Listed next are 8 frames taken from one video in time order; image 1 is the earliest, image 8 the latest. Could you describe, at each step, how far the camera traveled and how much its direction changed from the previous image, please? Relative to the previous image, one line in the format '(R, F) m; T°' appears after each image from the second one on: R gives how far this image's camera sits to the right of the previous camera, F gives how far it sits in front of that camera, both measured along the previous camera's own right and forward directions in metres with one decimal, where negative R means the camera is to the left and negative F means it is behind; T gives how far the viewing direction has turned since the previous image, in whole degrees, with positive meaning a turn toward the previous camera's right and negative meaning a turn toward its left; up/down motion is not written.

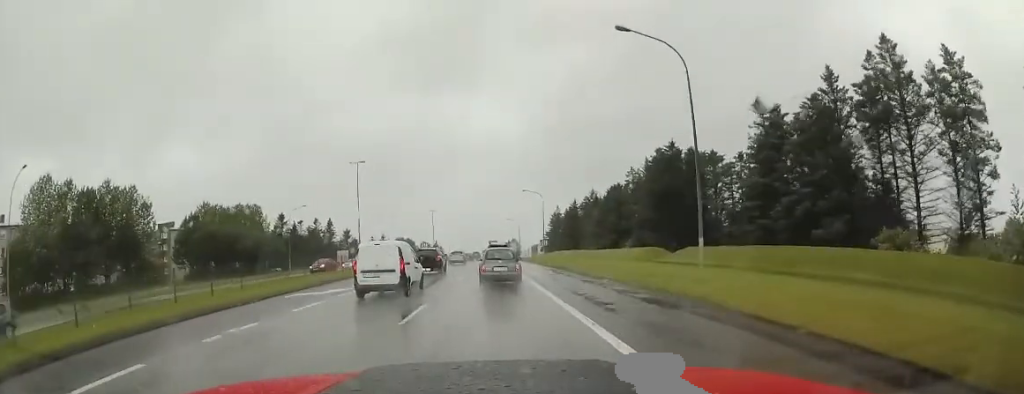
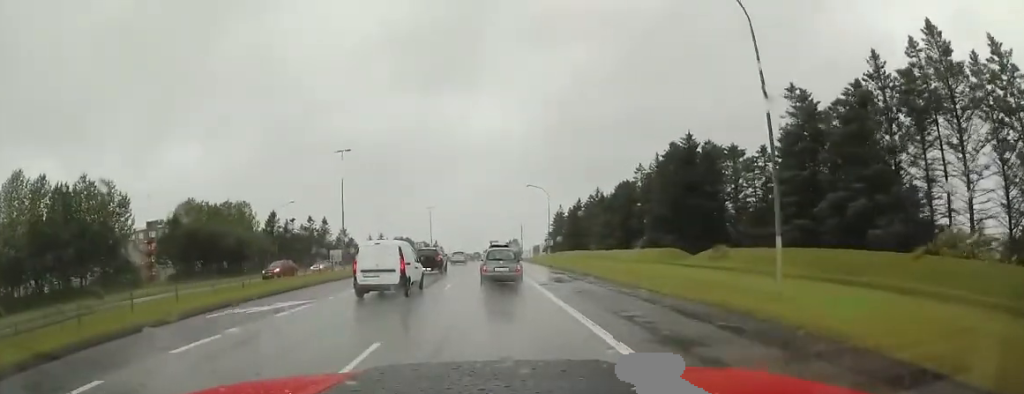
(-0.3, +4.8) m; -1°
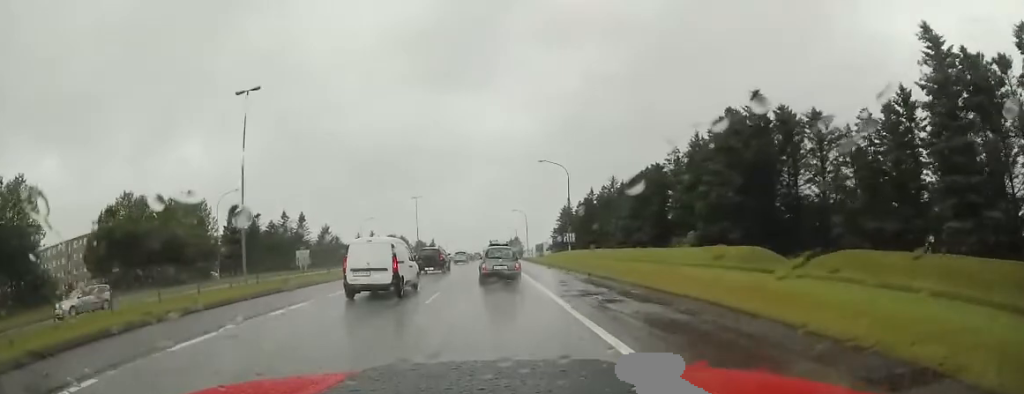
(+0.8, +15.6) m; +4°
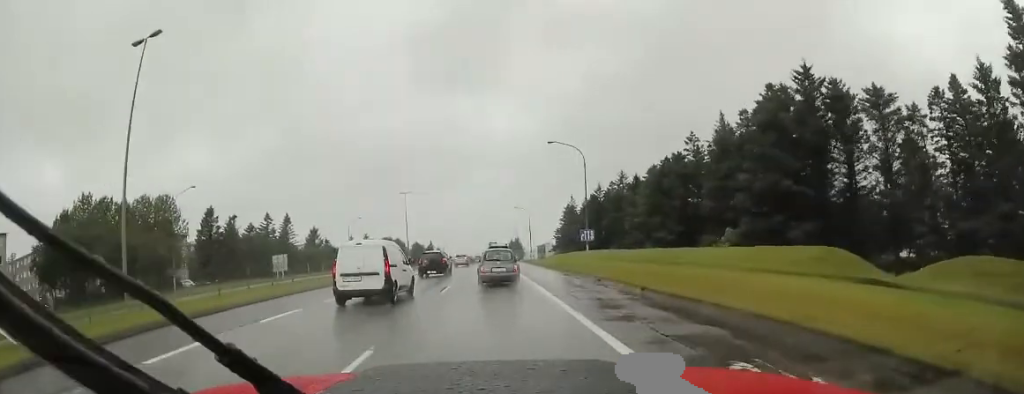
(0.0, +8.3) m; +1°
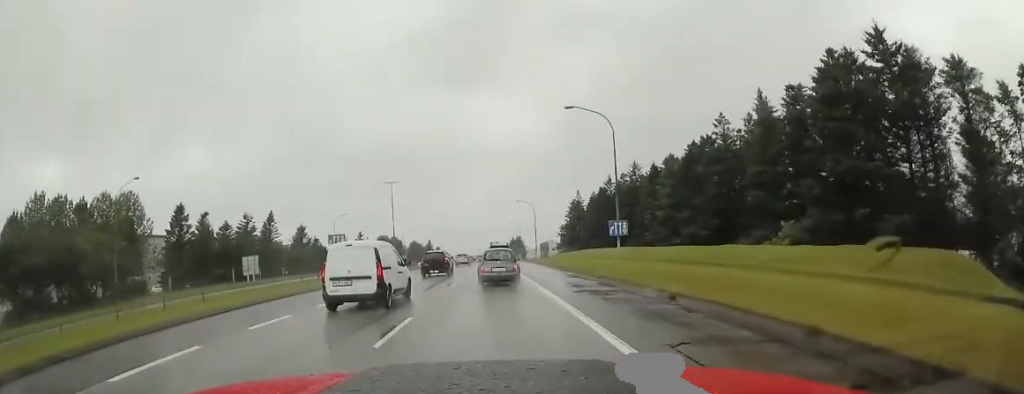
(+0.4, +8.8) m; 0°
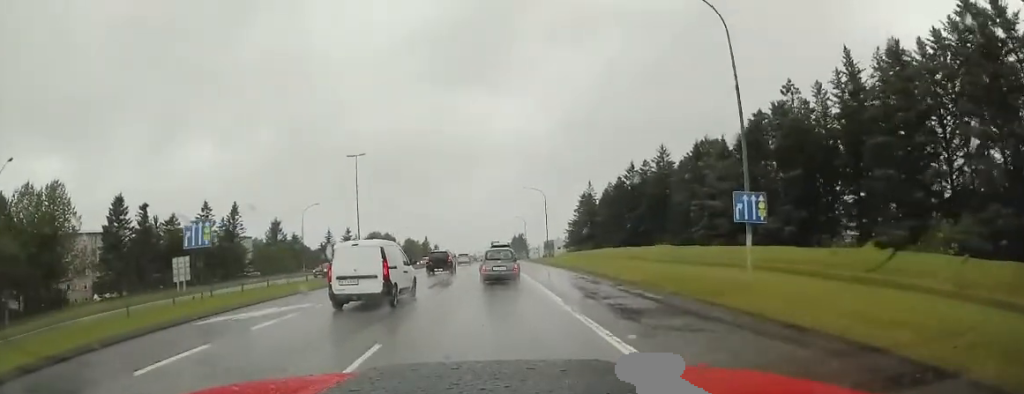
(-0.5, +15.0) m; -1°
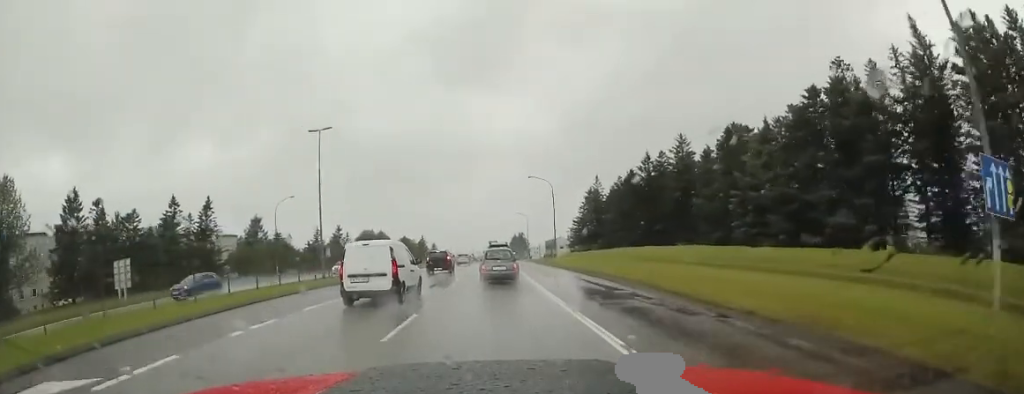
(+0.3, +8.9) m; 0°
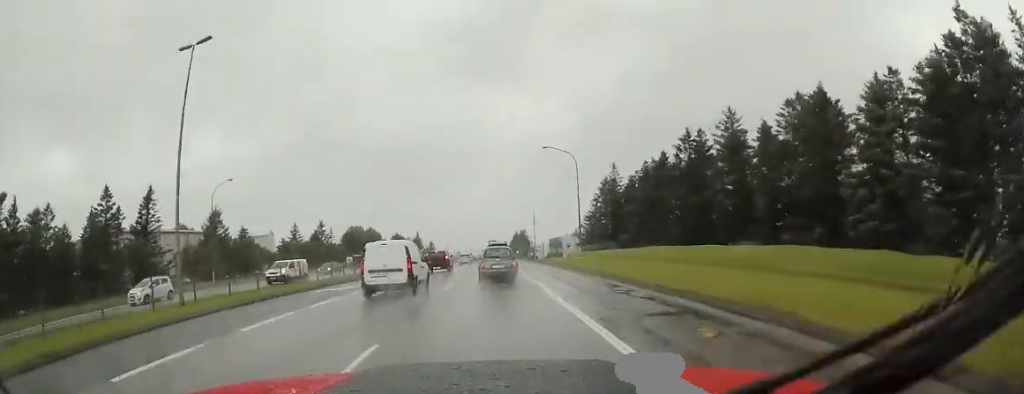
(-0.5, +15.5) m; -2°
